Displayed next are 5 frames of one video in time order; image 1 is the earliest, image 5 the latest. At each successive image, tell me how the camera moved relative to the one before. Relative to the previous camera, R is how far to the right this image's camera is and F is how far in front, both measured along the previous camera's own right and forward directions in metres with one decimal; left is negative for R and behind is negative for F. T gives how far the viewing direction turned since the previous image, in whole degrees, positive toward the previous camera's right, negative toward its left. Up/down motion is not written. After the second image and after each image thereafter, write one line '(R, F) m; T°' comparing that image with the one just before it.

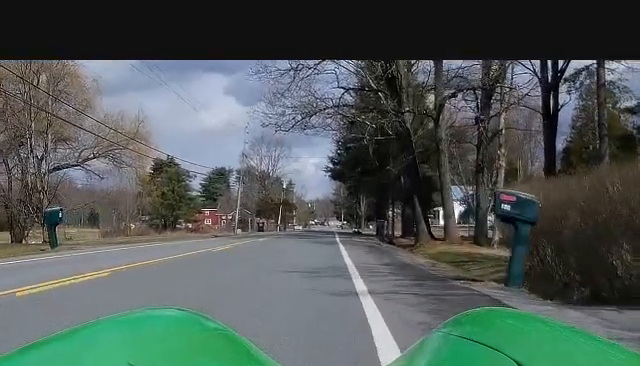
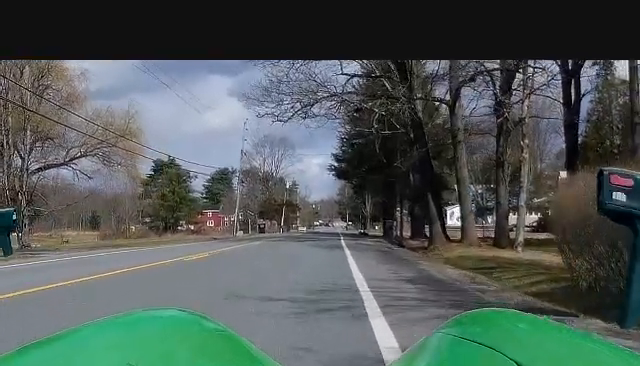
(-0.1, +4.4) m; 0°
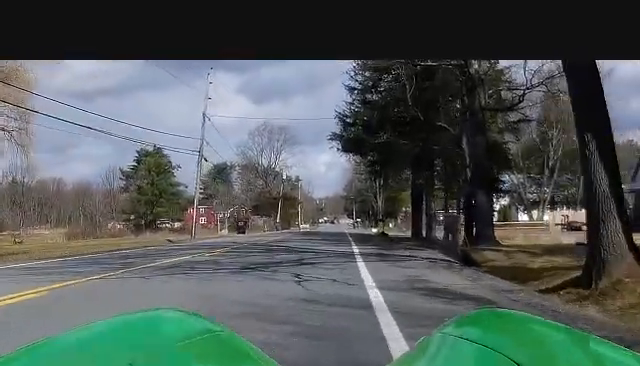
(+0.2, +23.6) m; -2°
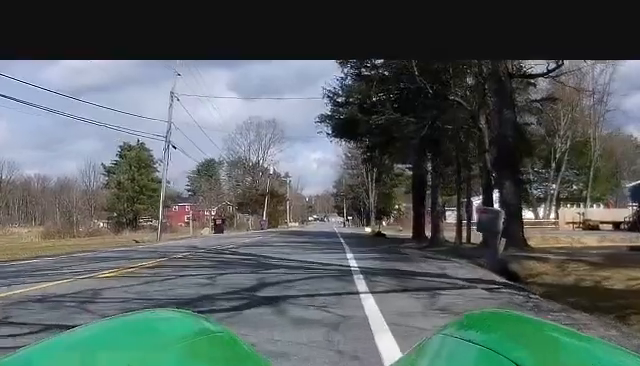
(0.0, +7.0) m; 0°
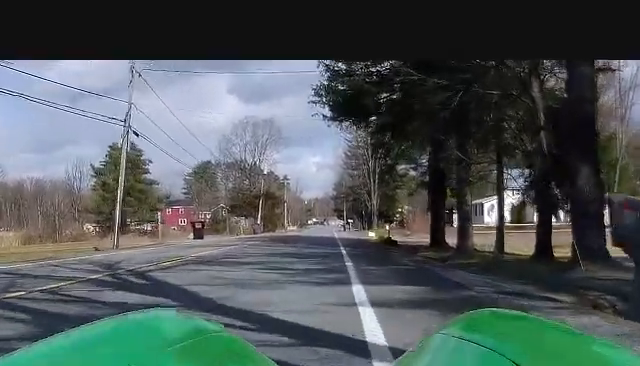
(0.0, +8.3) m; 0°
